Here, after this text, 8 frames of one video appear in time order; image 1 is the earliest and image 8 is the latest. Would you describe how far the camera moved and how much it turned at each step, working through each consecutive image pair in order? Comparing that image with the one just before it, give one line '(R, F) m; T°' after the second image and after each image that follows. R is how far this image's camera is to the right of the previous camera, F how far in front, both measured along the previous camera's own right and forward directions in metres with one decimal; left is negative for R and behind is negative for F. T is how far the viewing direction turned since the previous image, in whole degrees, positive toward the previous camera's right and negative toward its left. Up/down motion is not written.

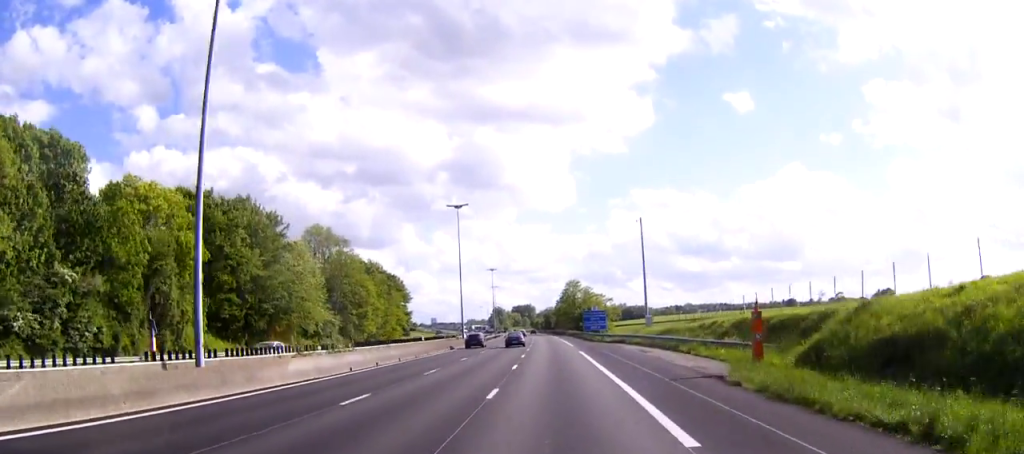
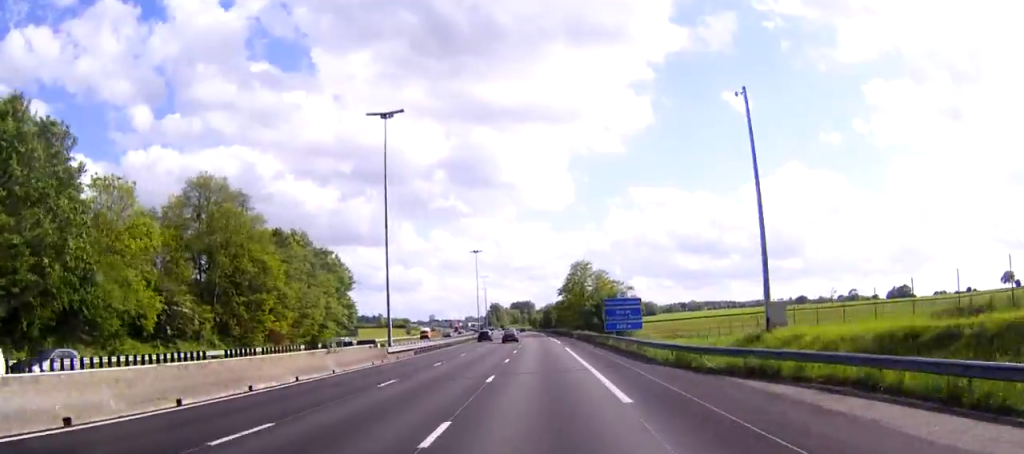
(+0.1, +44.8) m; 0°
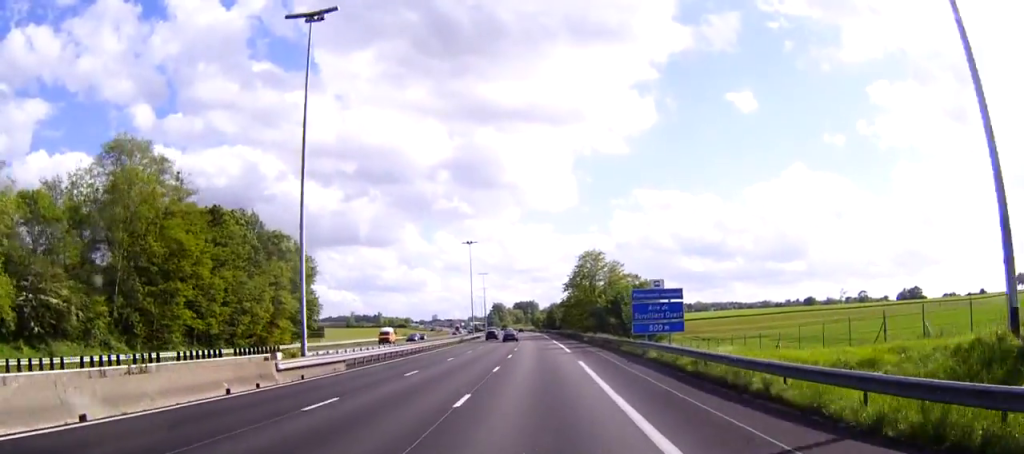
(-0.1, +20.0) m; -1°
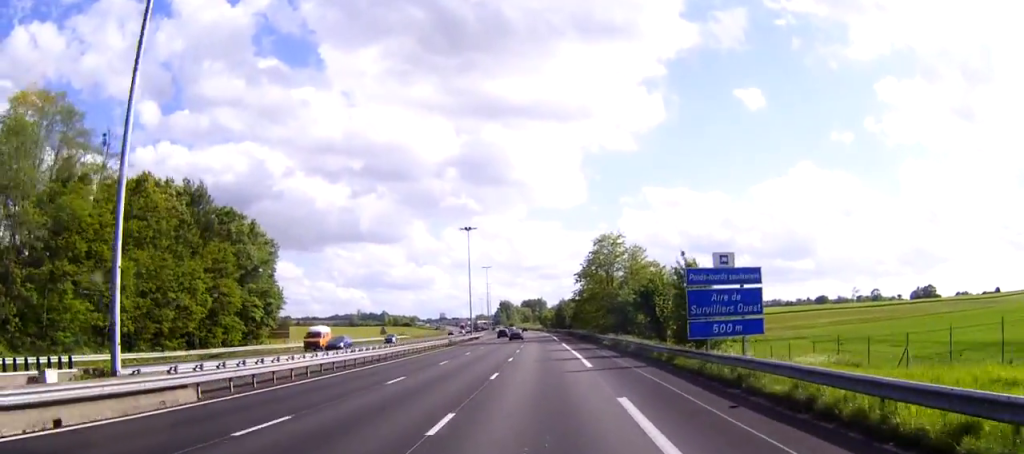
(-0.1, +17.0) m; 0°
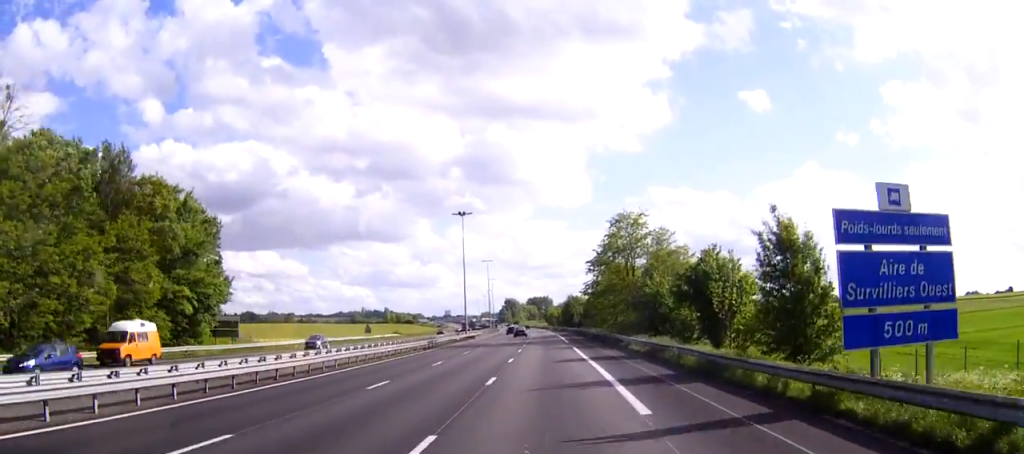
(-0.1, +16.3) m; 0°
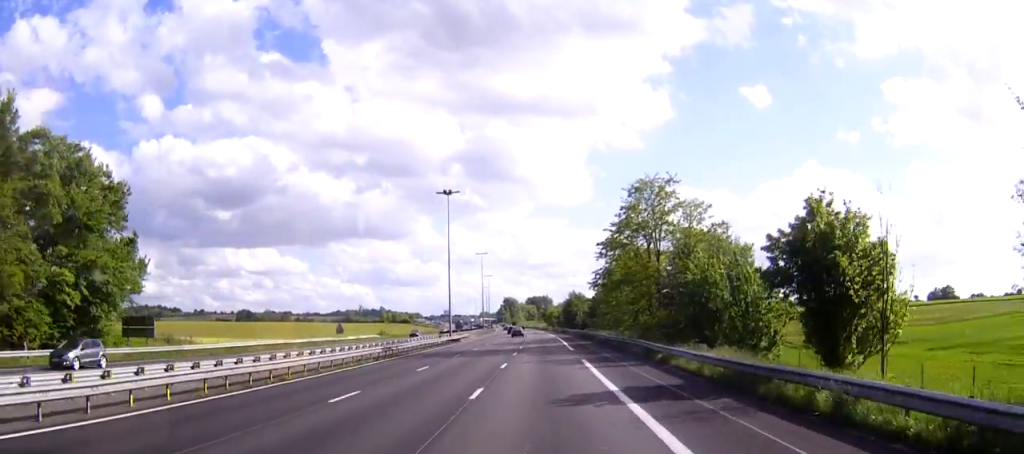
(+0.1, +16.2) m; -1°
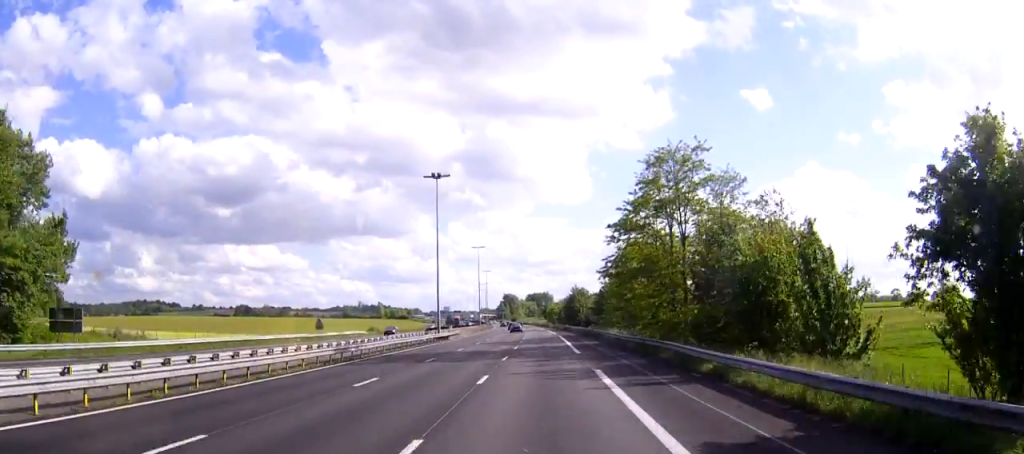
(-0.1, +10.1) m; 0°
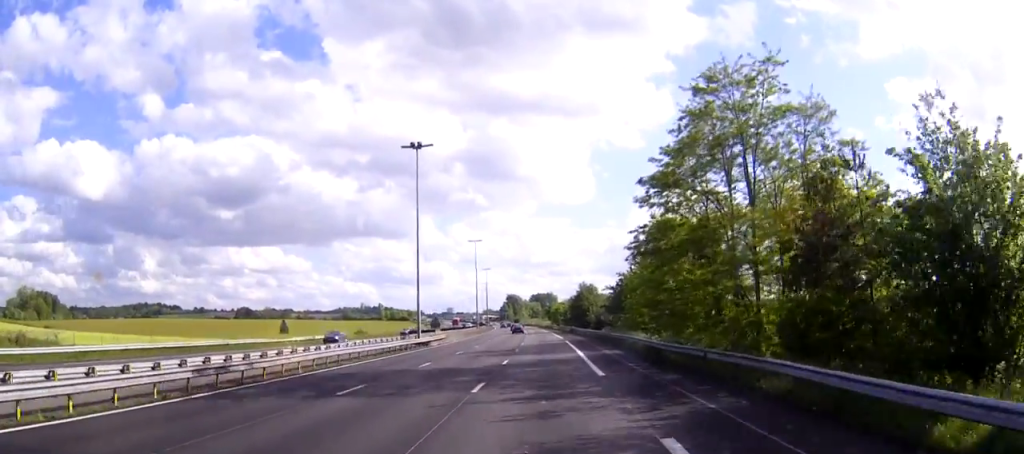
(-0.2, +14.7) m; -1°
